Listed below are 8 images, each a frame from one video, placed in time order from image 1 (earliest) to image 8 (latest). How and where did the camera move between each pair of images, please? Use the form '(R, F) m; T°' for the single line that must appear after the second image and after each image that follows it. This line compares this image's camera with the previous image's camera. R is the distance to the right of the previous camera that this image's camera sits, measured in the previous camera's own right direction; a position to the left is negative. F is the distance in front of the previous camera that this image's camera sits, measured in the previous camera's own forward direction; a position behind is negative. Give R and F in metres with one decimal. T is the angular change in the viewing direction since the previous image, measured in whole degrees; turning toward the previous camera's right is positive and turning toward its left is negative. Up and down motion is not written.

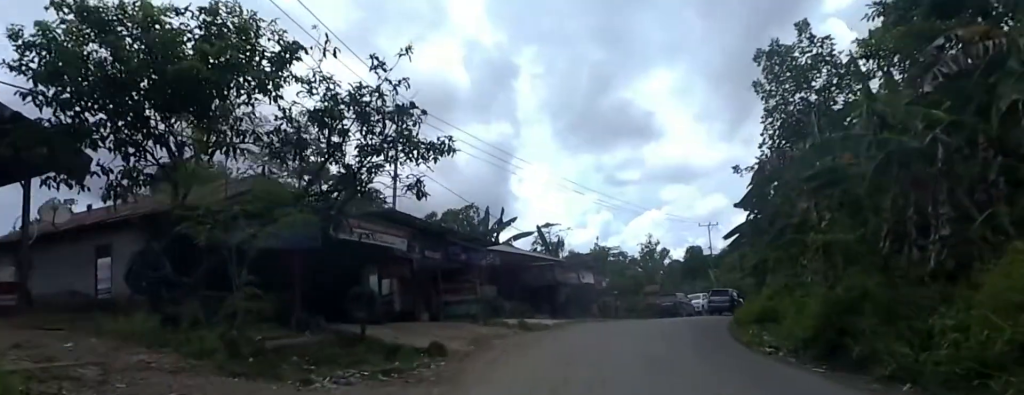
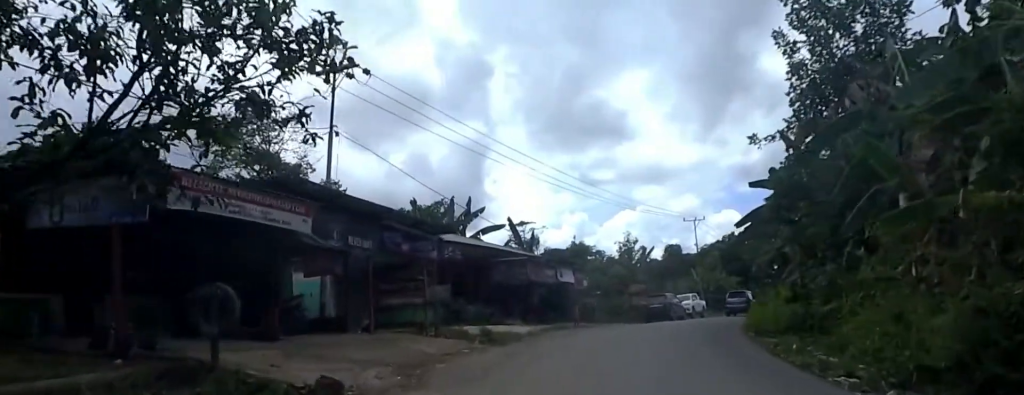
(-1.1, +5.1) m; -5°
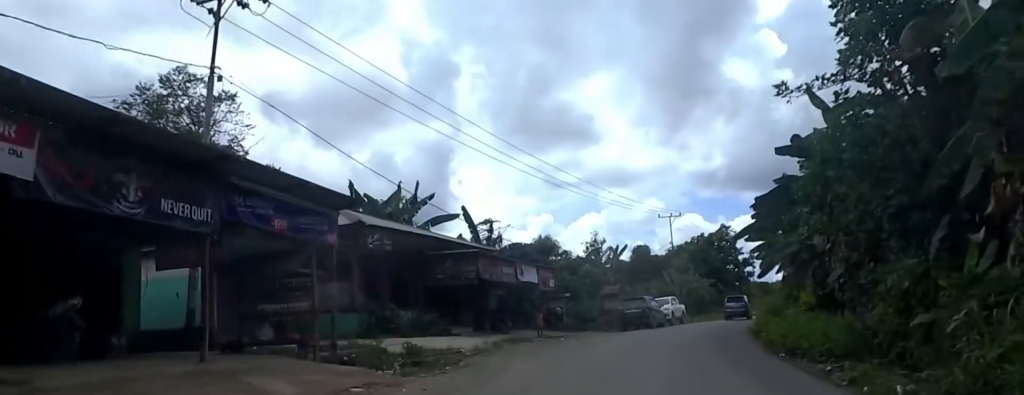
(+0.7, +5.7) m; +6°
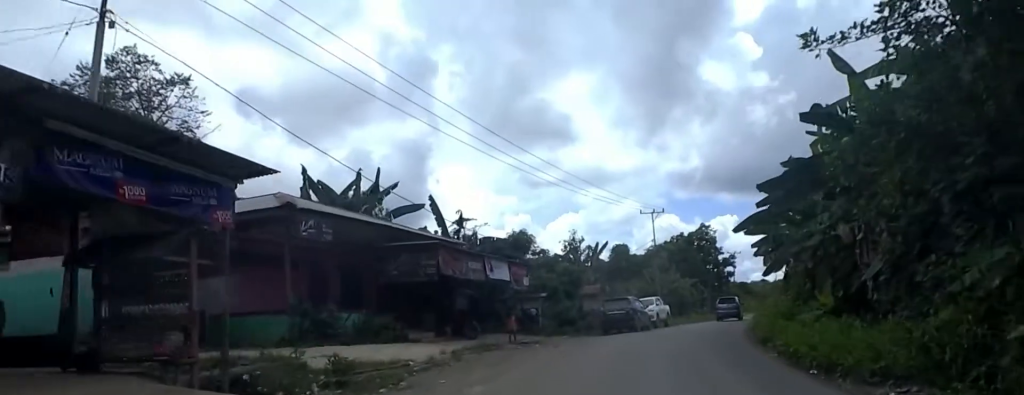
(0.0, +3.1) m; 0°
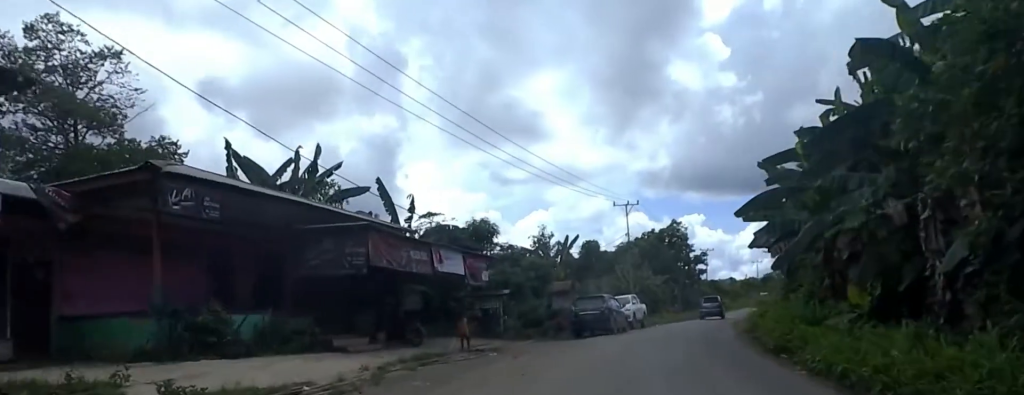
(0.0, +4.0) m; 0°
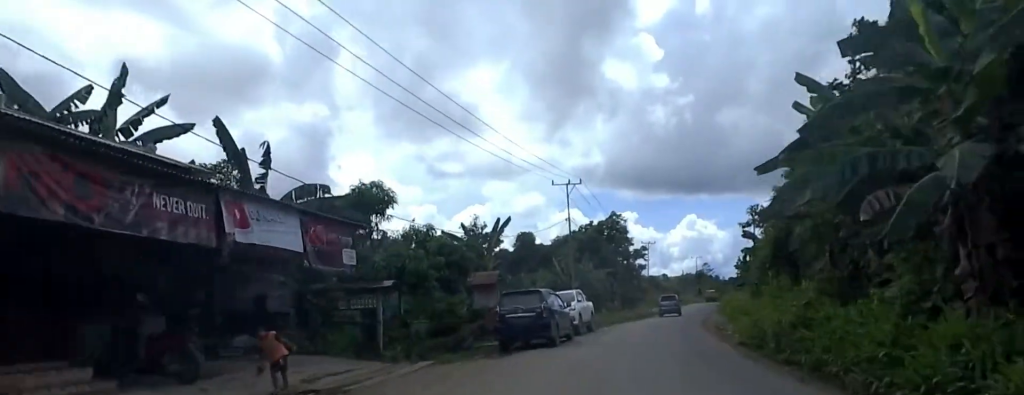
(-0.5, +8.3) m; 0°
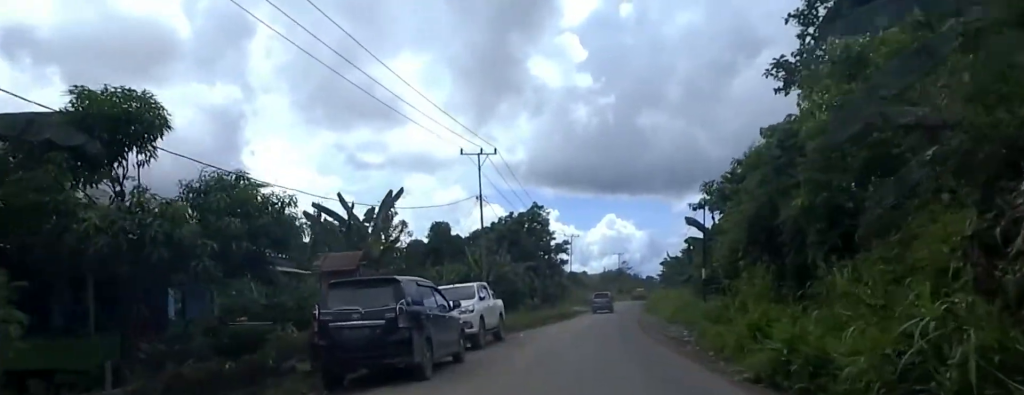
(+1.2, +7.1) m; +11°
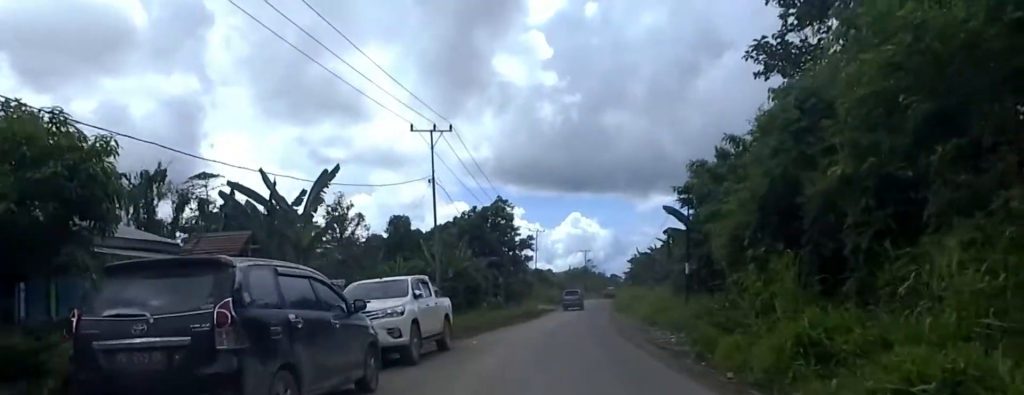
(0.0, +3.9) m; +2°
